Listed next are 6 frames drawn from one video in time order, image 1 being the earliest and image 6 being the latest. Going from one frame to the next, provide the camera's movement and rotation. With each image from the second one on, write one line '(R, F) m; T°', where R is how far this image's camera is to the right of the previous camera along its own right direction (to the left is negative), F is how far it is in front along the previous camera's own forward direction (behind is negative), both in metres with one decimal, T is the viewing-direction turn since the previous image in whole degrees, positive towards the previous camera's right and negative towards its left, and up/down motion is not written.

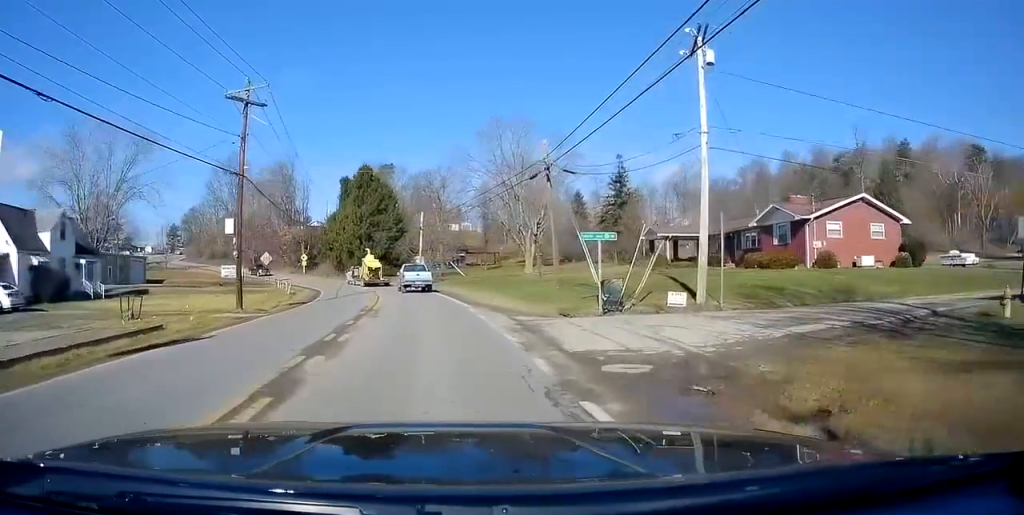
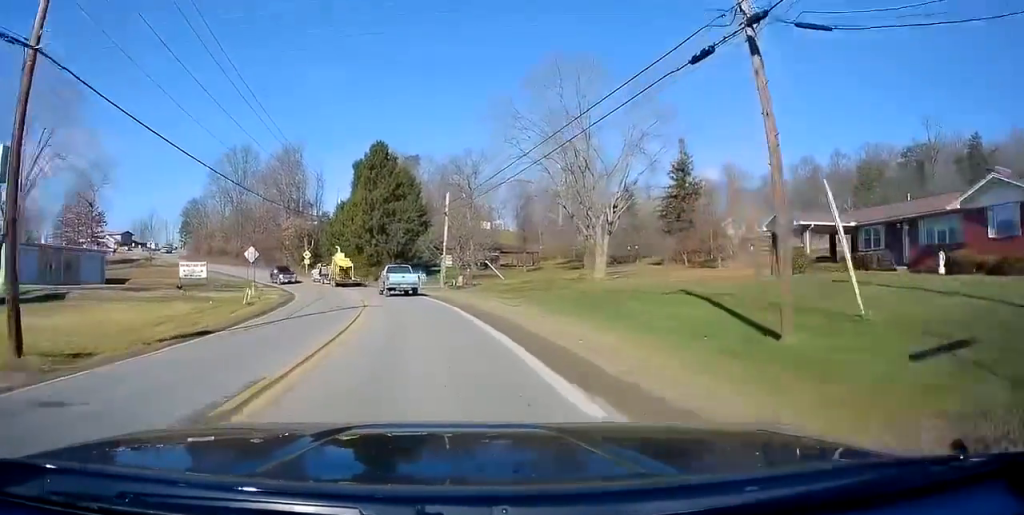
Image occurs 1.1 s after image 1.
(-0.2, +17.0) m; -1°
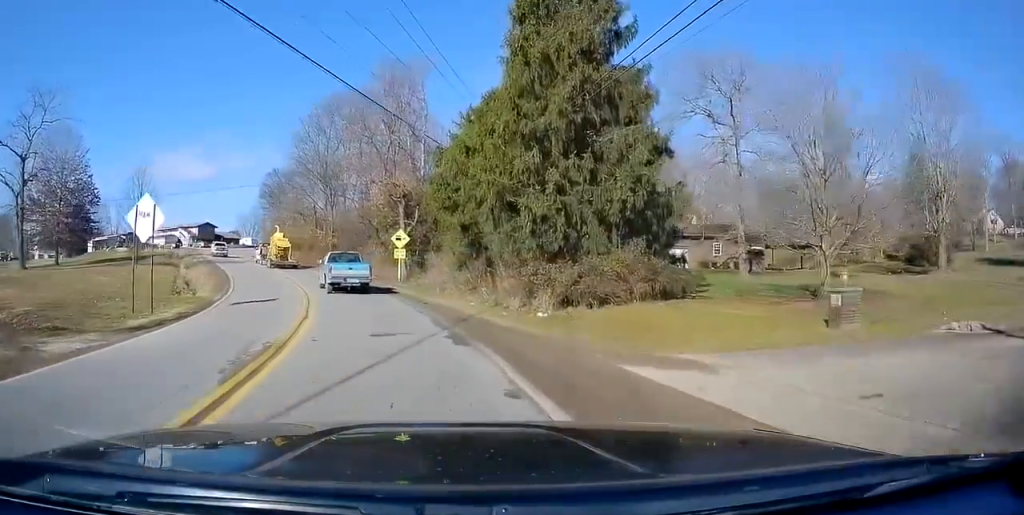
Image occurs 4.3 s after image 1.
(-6.2, +46.9) m; -17°
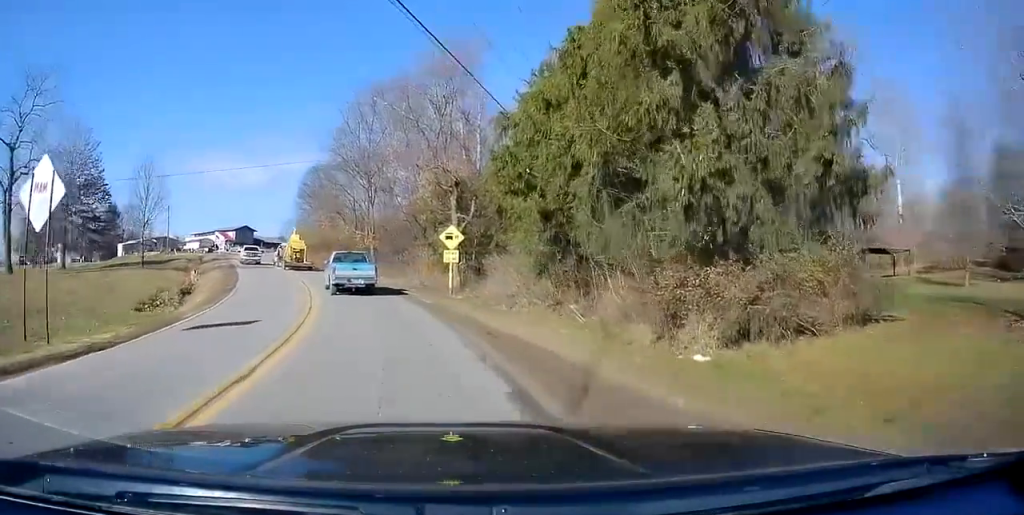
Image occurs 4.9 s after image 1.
(-0.4, +8.9) m; -3°
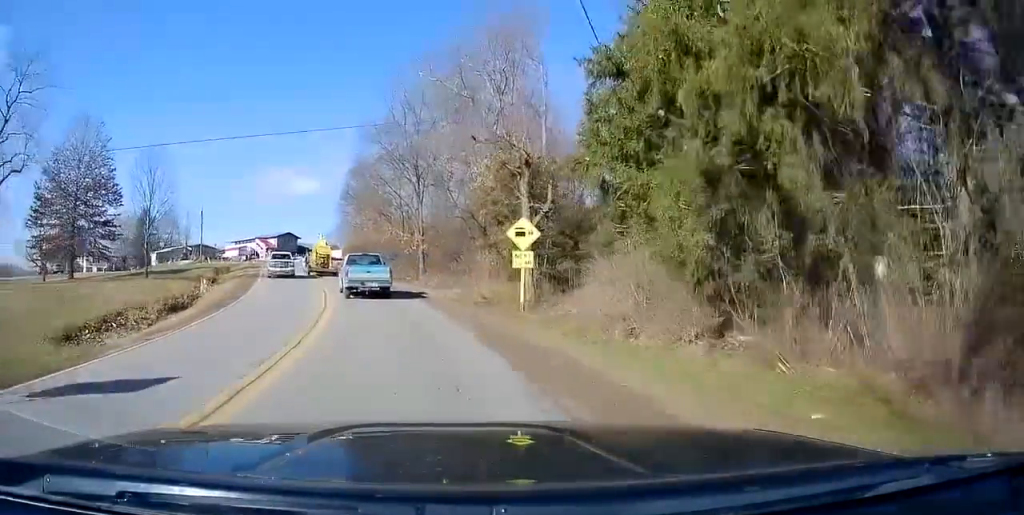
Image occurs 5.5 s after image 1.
(-0.1, +7.9) m; -3°
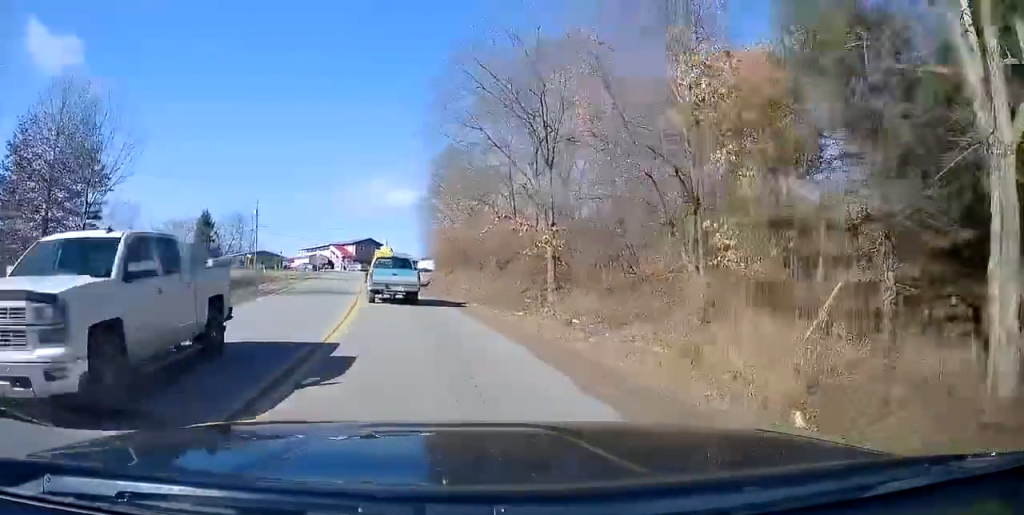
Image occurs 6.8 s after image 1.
(-1.8, +18.2) m; -12°
